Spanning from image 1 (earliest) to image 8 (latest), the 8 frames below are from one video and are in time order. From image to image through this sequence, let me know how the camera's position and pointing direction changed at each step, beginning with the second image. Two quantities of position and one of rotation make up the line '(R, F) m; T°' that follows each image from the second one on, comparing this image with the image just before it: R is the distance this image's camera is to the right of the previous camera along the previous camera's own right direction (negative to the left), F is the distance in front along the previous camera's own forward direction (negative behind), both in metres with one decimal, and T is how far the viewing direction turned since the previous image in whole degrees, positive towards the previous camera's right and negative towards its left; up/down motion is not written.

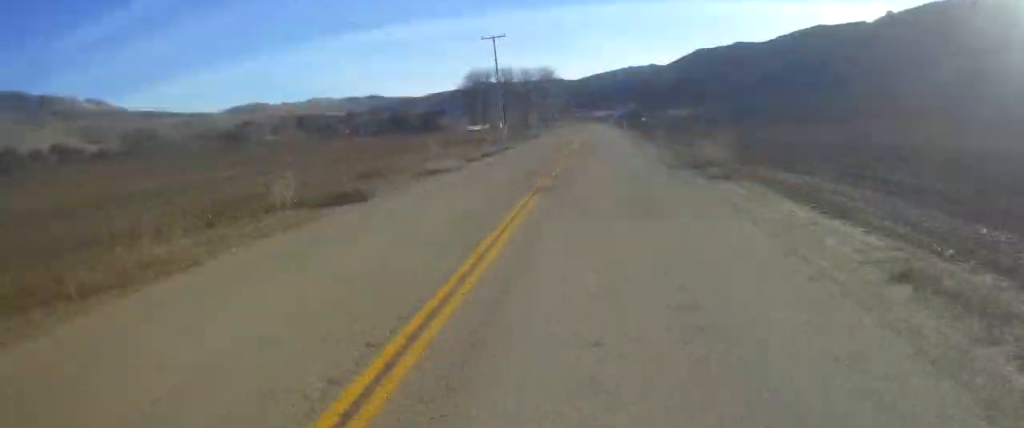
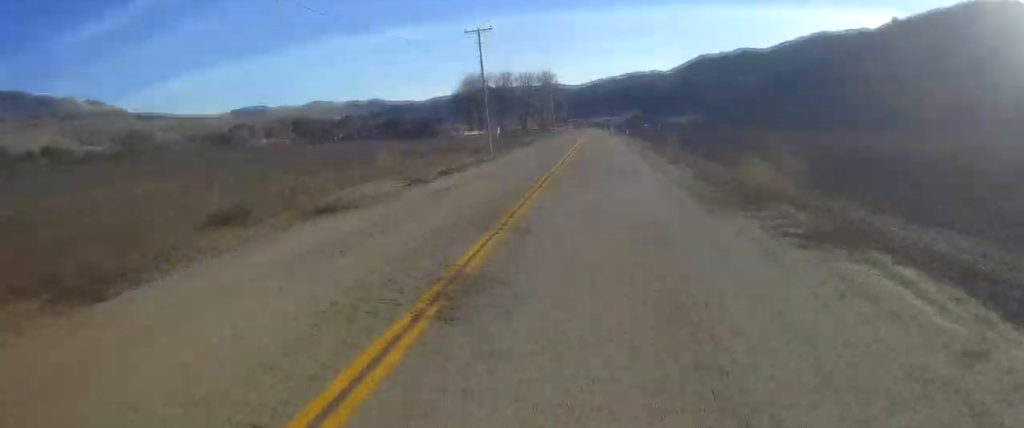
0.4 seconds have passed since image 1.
(+0.1, +8.0) m; -1°
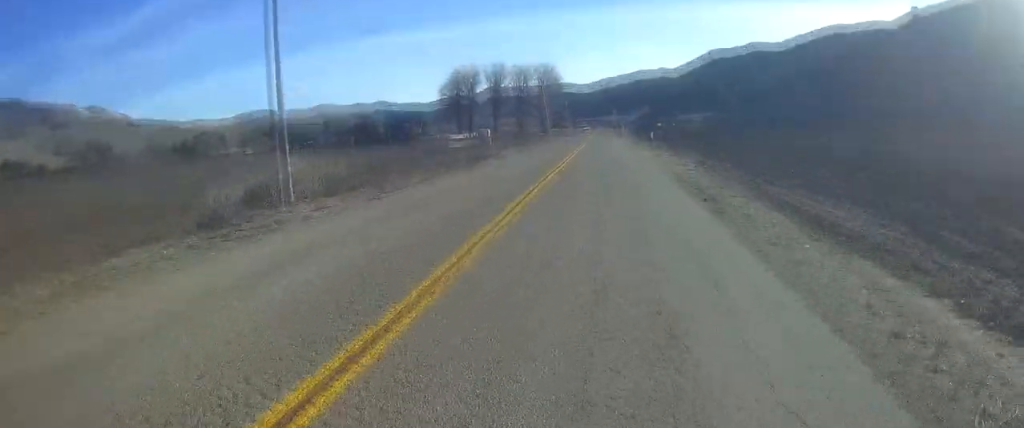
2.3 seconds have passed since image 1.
(-0.9, +37.4) m; -1°
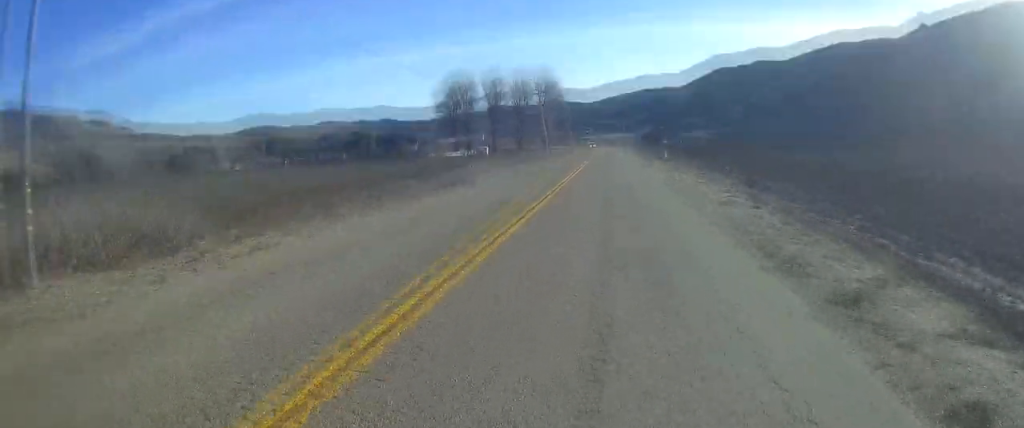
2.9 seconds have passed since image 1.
(+0.1, +10.2) m; 0°
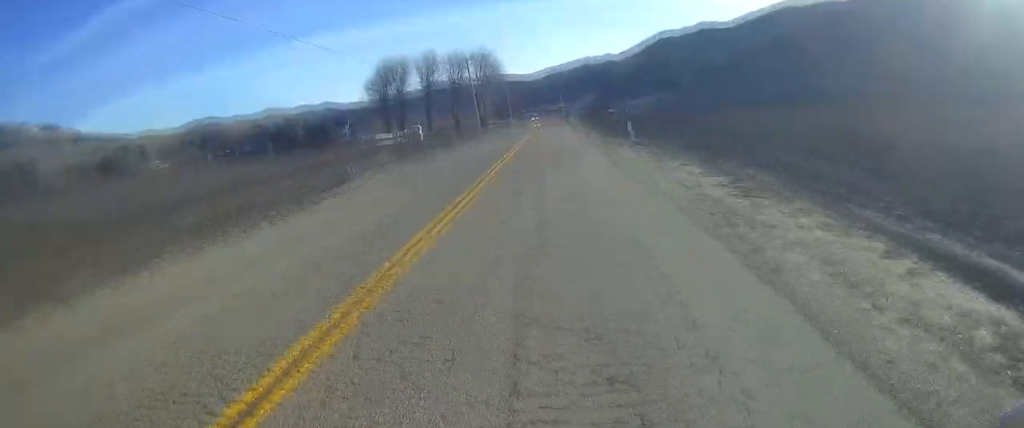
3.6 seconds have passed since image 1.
(+0.1, +13.4) m; 0°
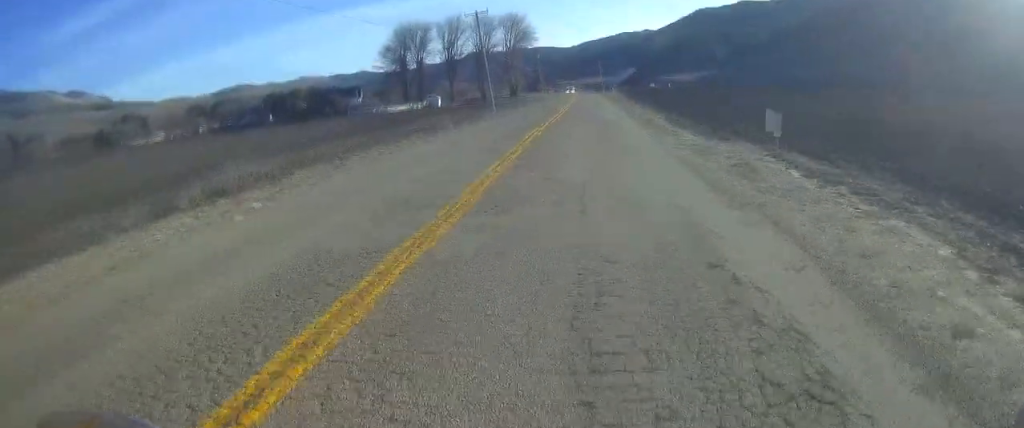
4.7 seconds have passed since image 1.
(-0.2, +23.3) m; -2°
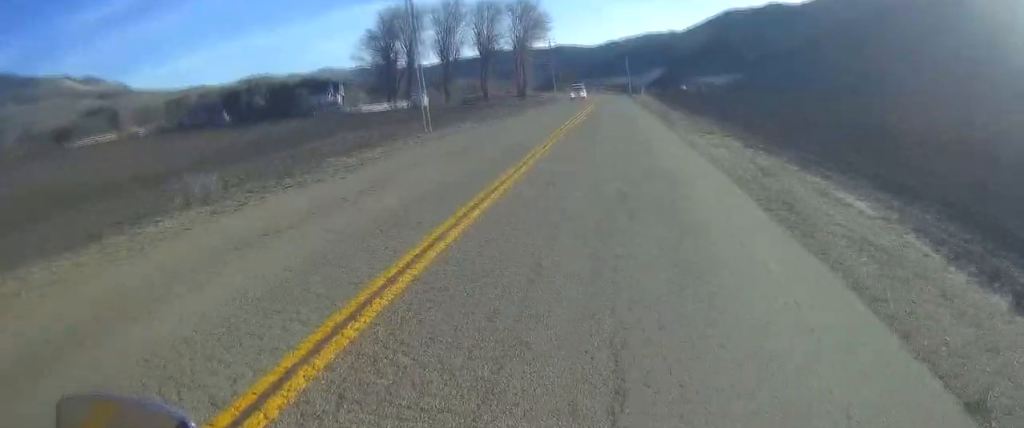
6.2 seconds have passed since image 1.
(-0.8, +34.8) m; -1°
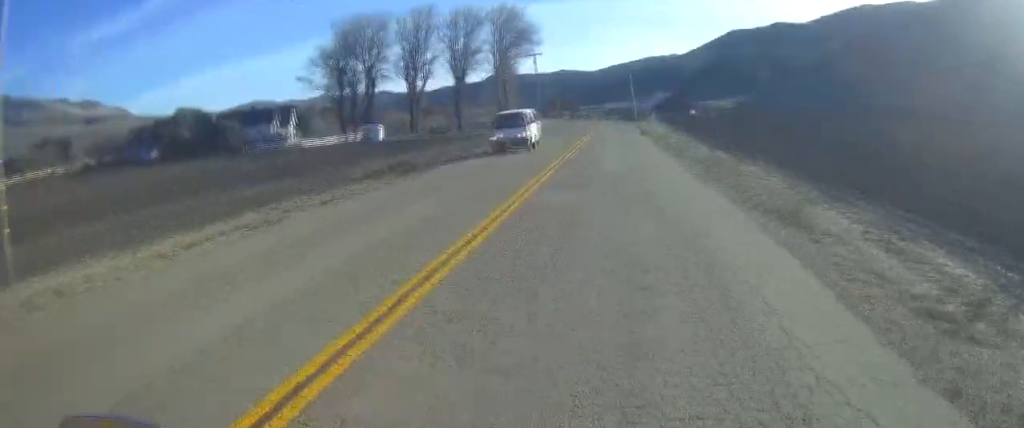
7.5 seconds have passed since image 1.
(0.0, +27.8) m; 0°
